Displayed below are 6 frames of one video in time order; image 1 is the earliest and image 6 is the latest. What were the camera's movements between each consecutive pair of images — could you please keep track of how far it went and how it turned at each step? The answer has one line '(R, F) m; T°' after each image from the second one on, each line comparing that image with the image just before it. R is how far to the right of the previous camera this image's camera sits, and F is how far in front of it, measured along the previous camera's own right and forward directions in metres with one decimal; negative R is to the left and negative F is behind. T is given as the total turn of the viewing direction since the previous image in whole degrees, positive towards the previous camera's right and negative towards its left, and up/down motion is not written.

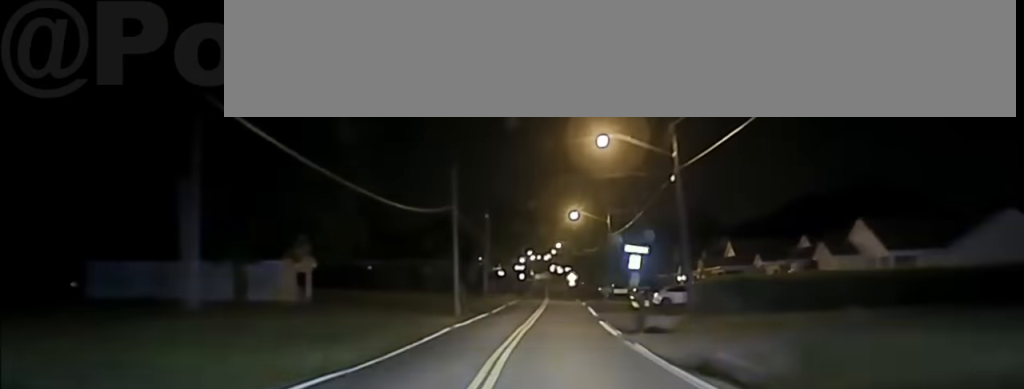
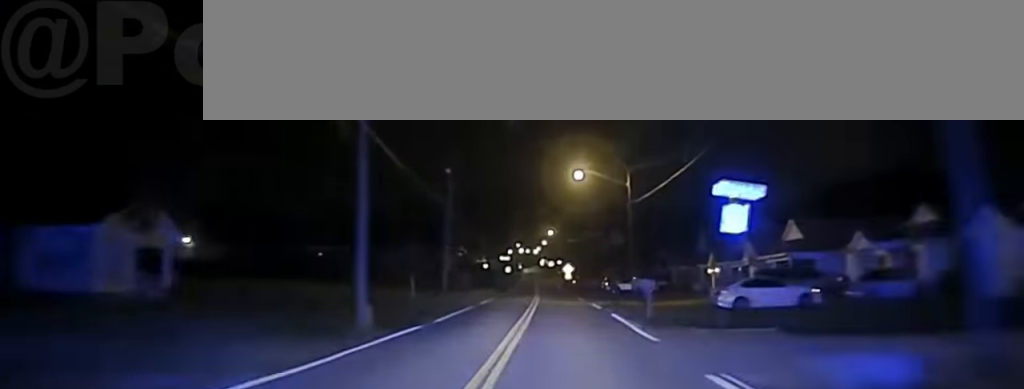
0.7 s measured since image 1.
(+0.1, +22.5) m; +1°
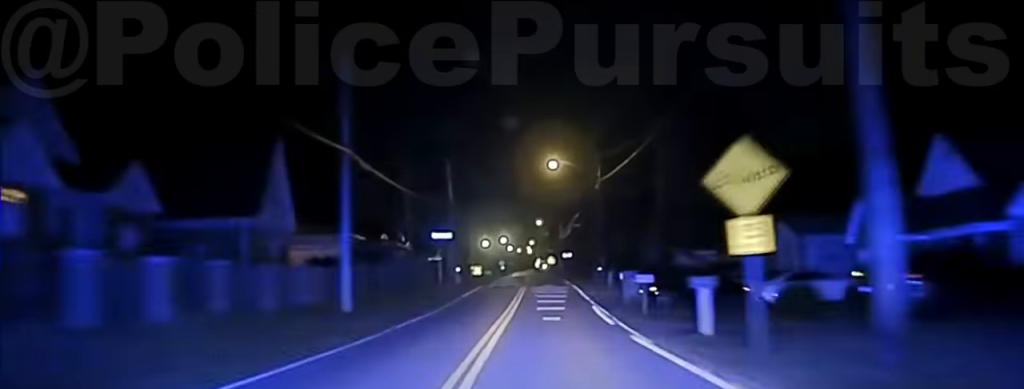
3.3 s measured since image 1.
(+1.0, +91.8) m; 0°
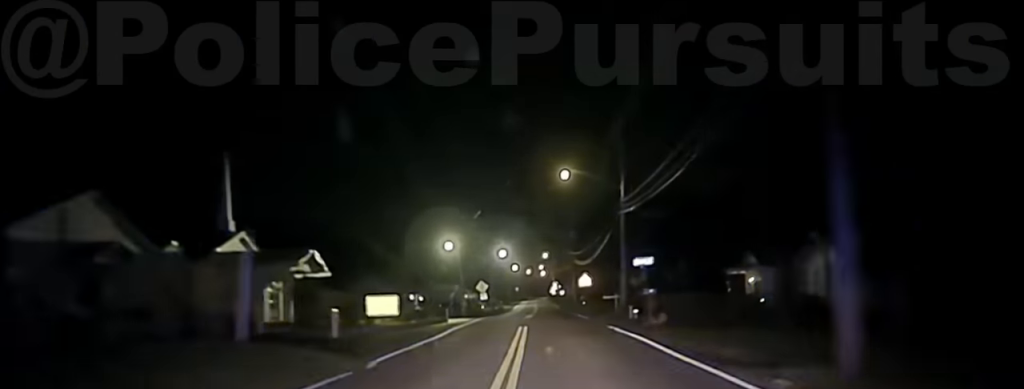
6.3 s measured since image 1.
(-0.7, +81.2) m; -1°
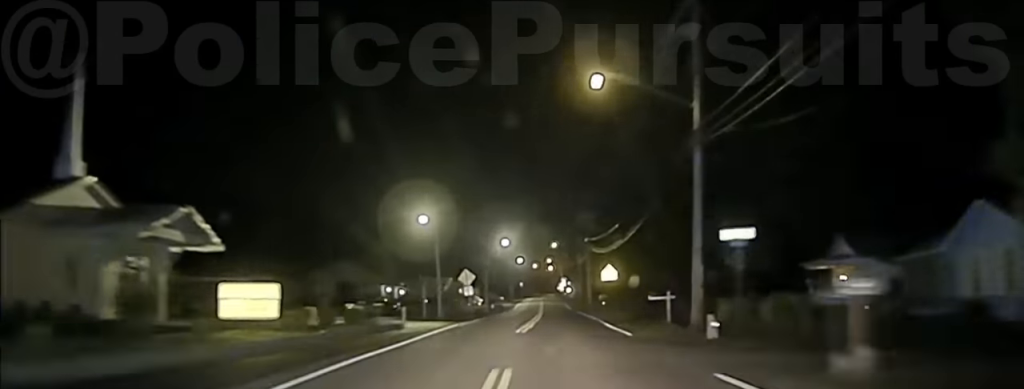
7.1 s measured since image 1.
(-0.4, +20.7) m; 0°
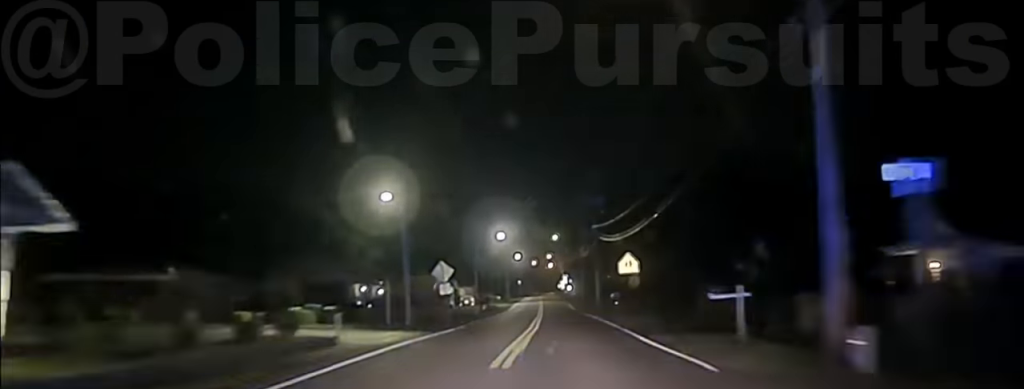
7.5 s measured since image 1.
(0.0, +12.4) m; 0°
